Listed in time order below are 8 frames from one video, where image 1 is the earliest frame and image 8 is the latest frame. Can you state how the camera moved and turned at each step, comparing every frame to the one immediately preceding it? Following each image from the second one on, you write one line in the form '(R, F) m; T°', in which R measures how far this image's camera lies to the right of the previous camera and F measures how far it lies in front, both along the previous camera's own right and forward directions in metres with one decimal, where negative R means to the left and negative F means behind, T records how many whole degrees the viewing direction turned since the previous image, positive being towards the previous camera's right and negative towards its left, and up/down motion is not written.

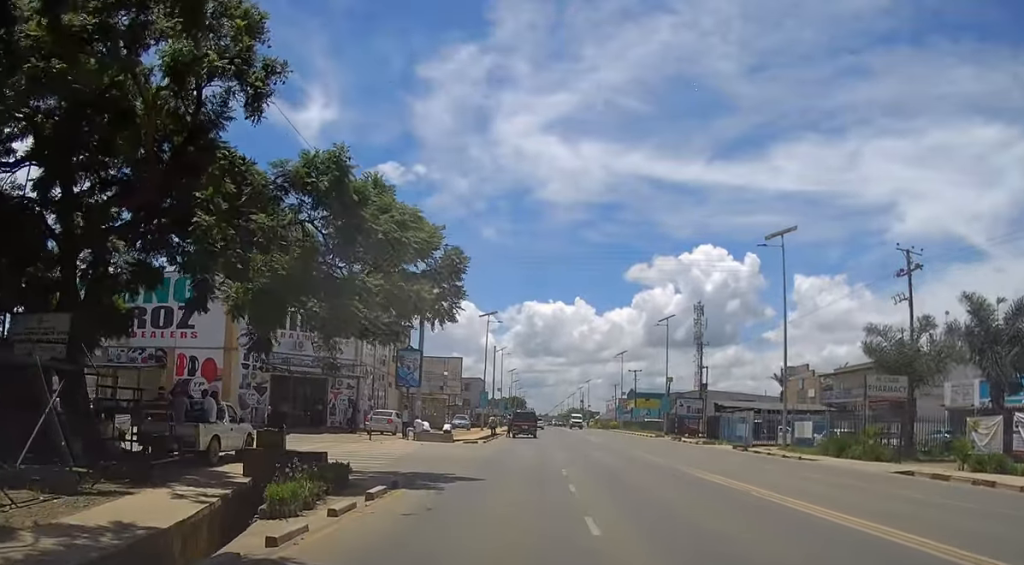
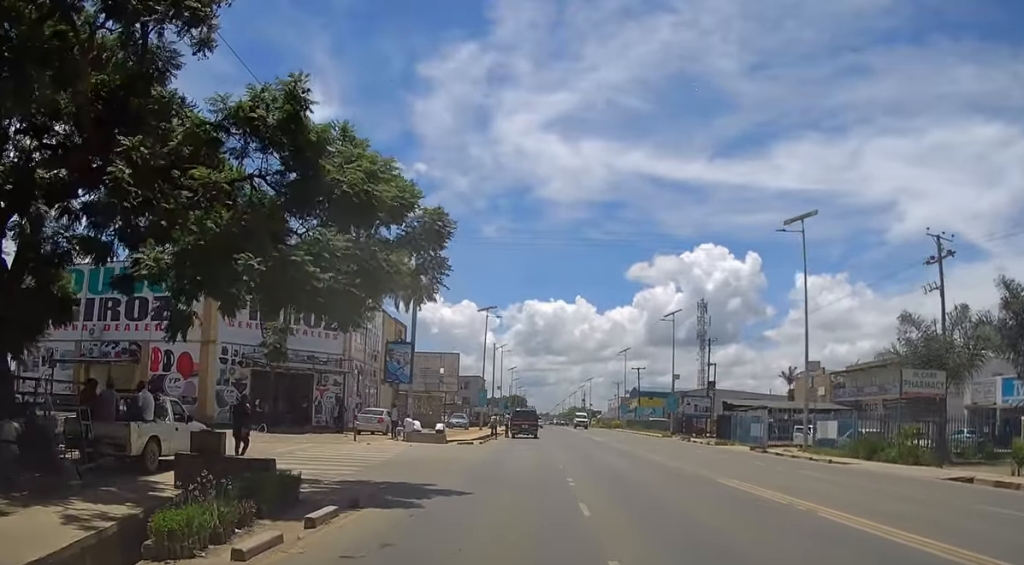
(0.0, +3.2) m; 0°
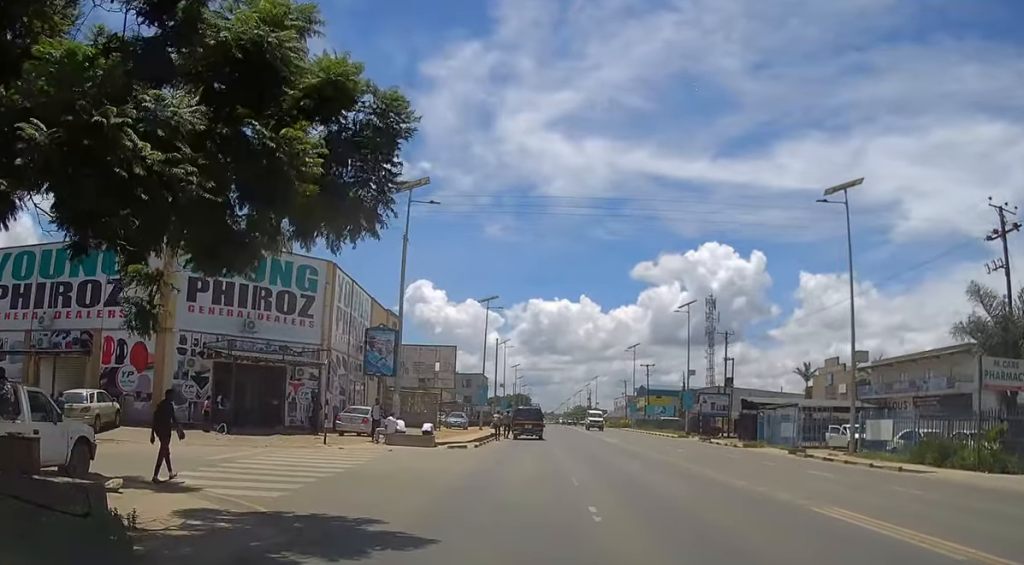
(0.0, +5.5) m; -1°
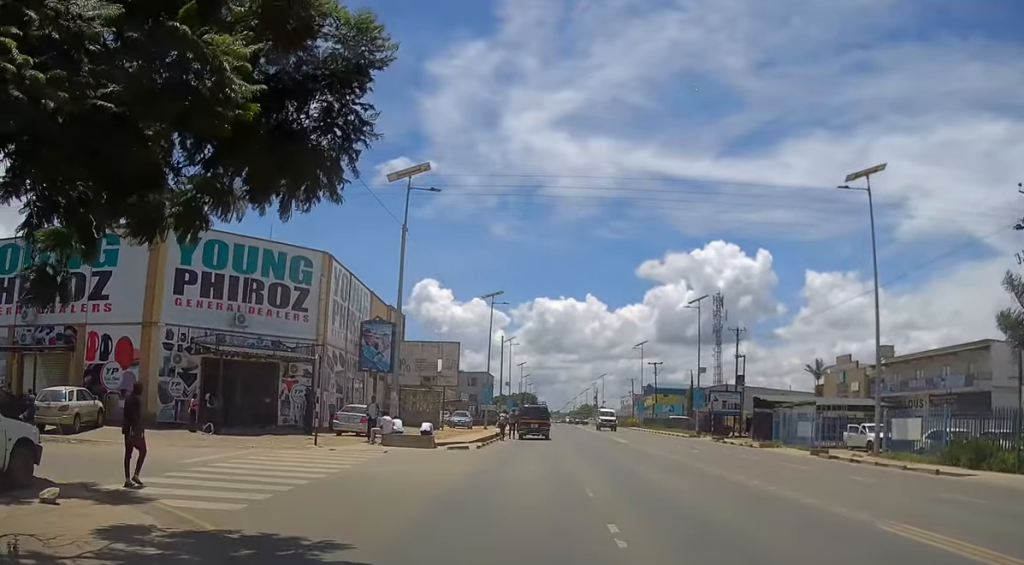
(-0.1, +2.0) m; -2°
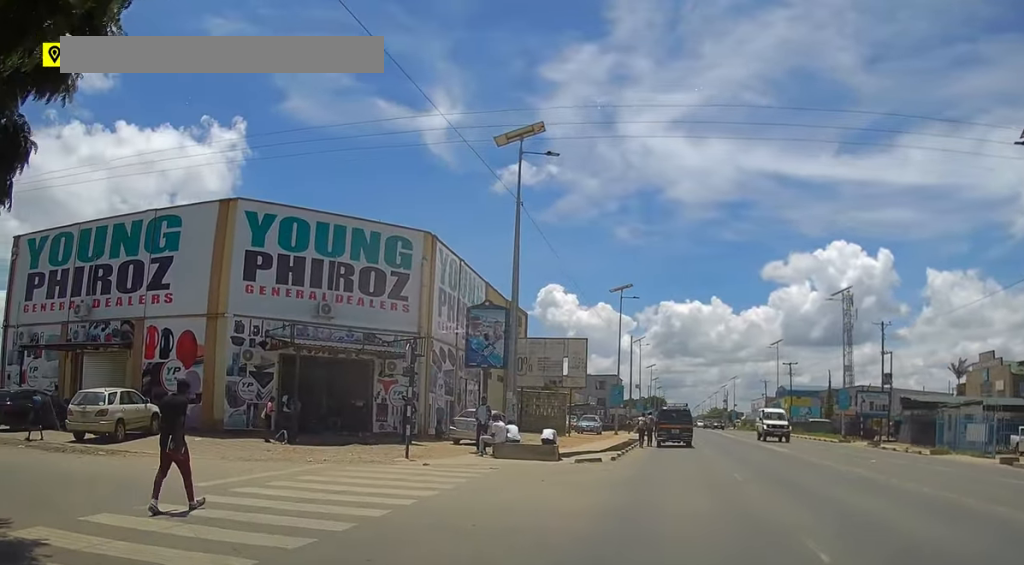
(-0.3, +5.9) m; -12°
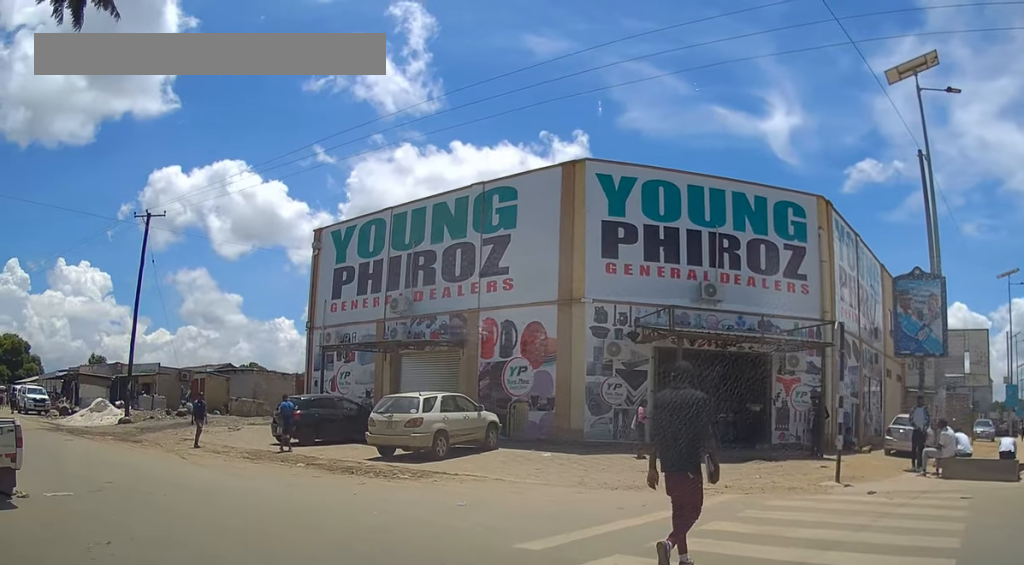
(-1.6, +5.0) m; -36°
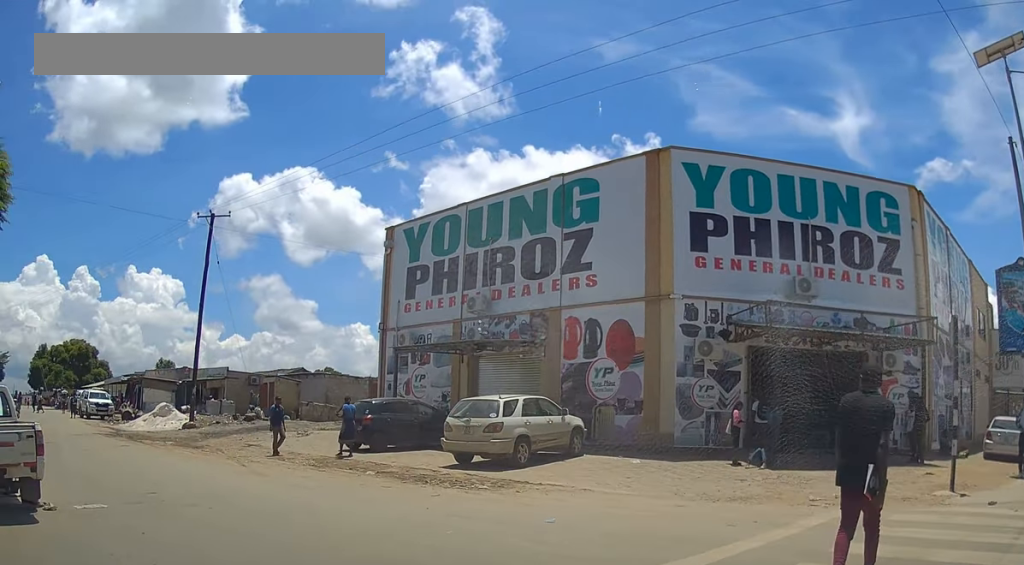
(-0.1, +1.2) m; -8°
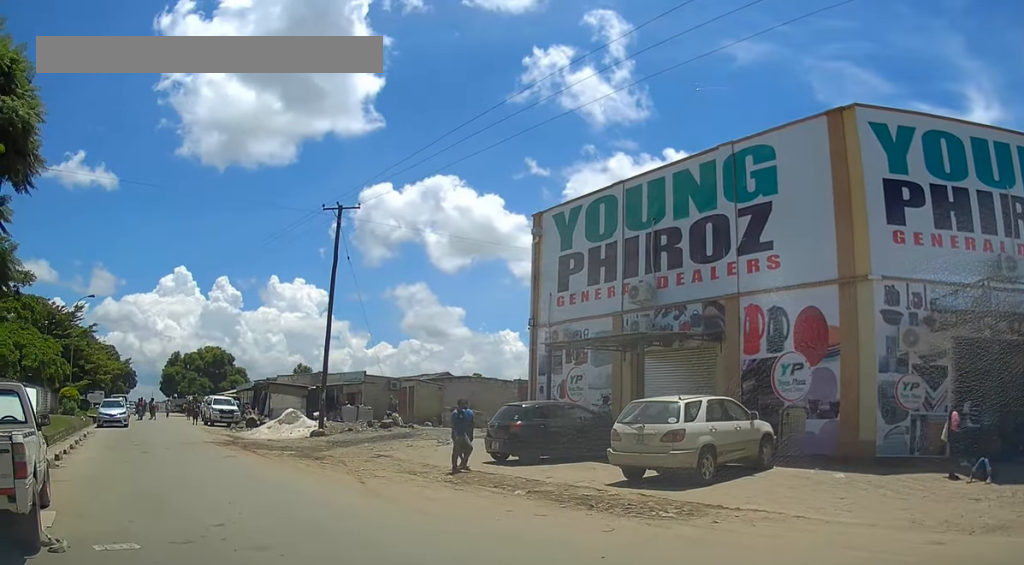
(-0.5, +3.1) m; -15°
